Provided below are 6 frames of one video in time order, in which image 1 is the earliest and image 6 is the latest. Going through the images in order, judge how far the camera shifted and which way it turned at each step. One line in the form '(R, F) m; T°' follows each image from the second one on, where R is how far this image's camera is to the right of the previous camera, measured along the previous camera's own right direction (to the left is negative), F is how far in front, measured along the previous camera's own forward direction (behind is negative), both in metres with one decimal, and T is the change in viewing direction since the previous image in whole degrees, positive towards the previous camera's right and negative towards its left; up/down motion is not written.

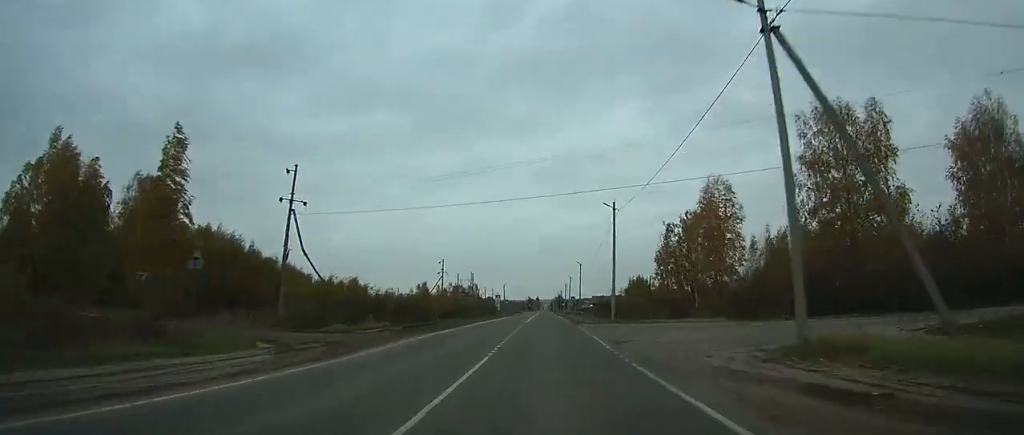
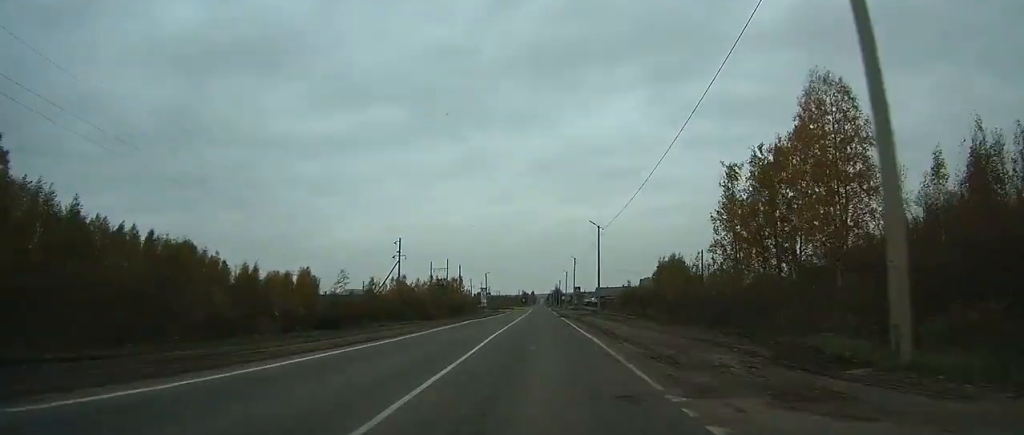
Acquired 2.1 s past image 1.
(+0.1, +40.0) m; 0°
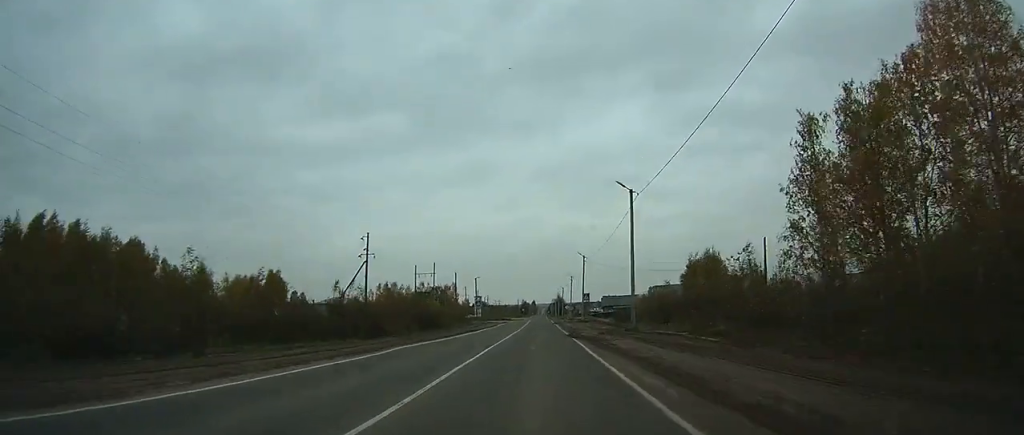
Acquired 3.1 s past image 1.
(0.0, +19.9) m; 0°
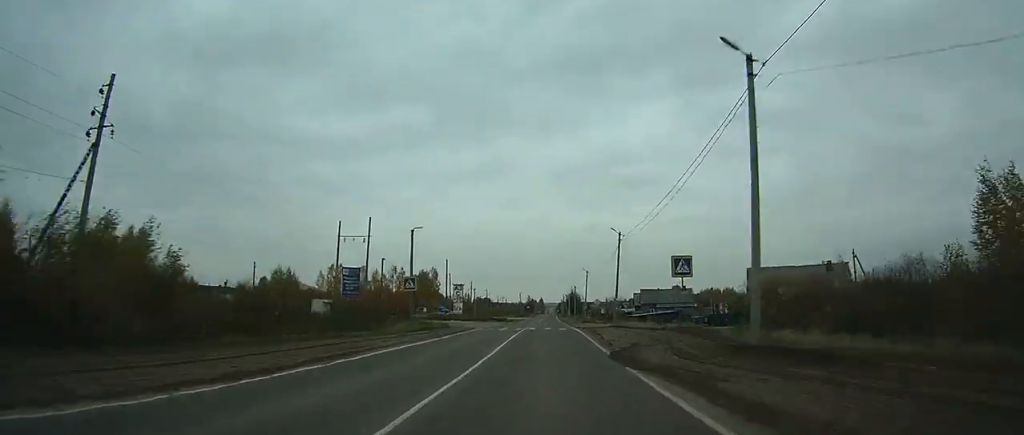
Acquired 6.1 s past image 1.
(-0.2, +54.9) m; 0°
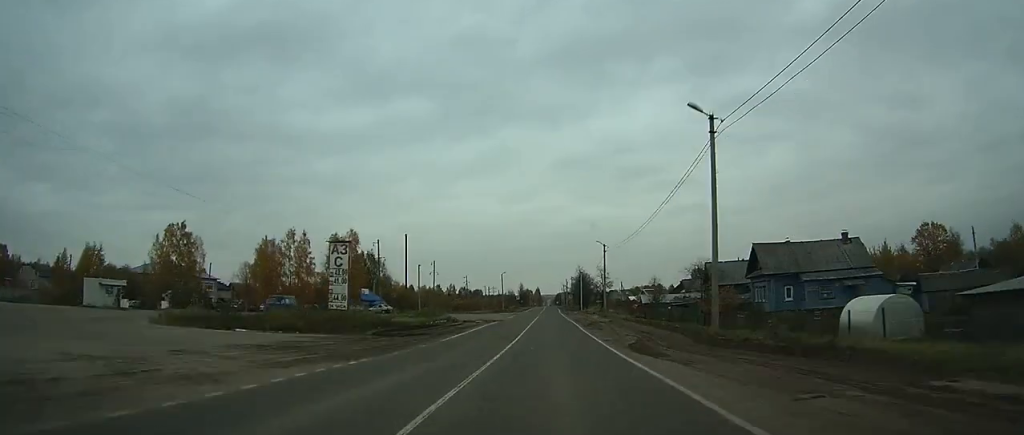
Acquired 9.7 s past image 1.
(+0.3, +69.4) m; 0°
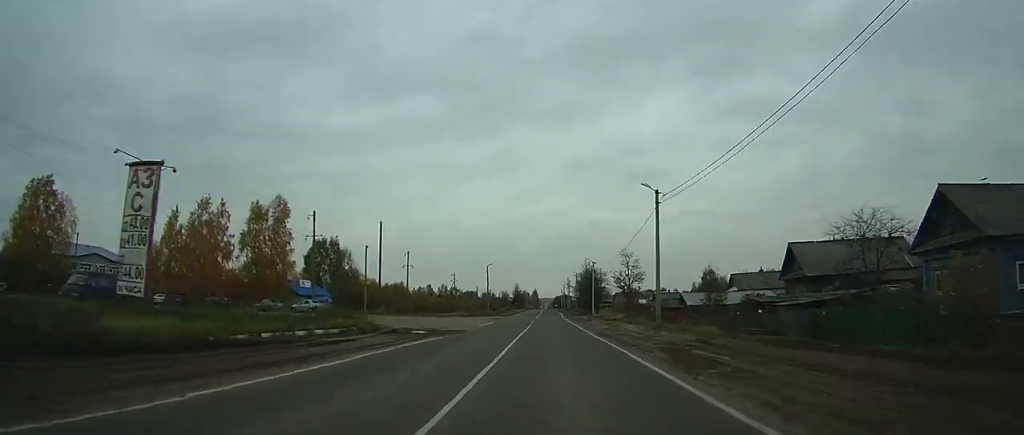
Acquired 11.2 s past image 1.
(0.0, +29.7) m; 0°
